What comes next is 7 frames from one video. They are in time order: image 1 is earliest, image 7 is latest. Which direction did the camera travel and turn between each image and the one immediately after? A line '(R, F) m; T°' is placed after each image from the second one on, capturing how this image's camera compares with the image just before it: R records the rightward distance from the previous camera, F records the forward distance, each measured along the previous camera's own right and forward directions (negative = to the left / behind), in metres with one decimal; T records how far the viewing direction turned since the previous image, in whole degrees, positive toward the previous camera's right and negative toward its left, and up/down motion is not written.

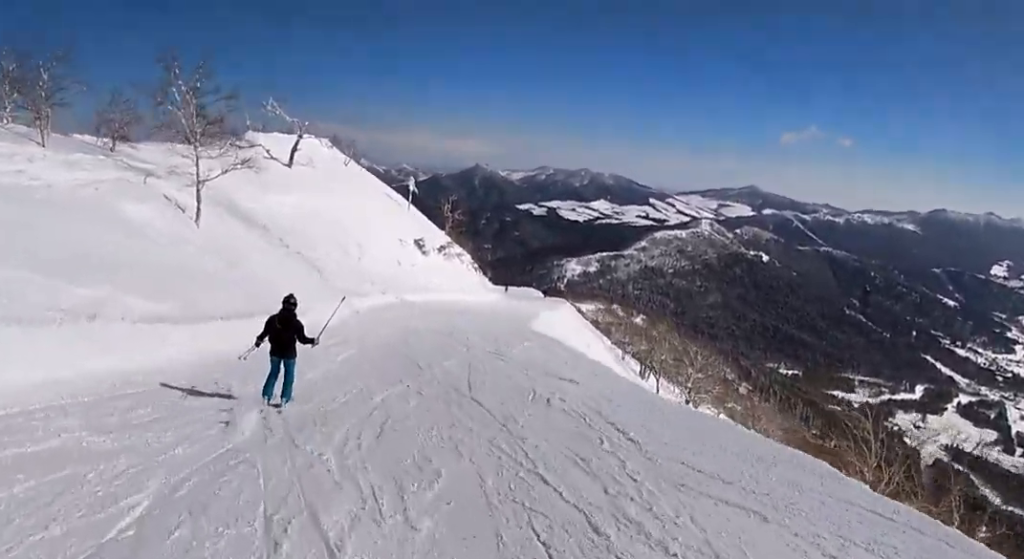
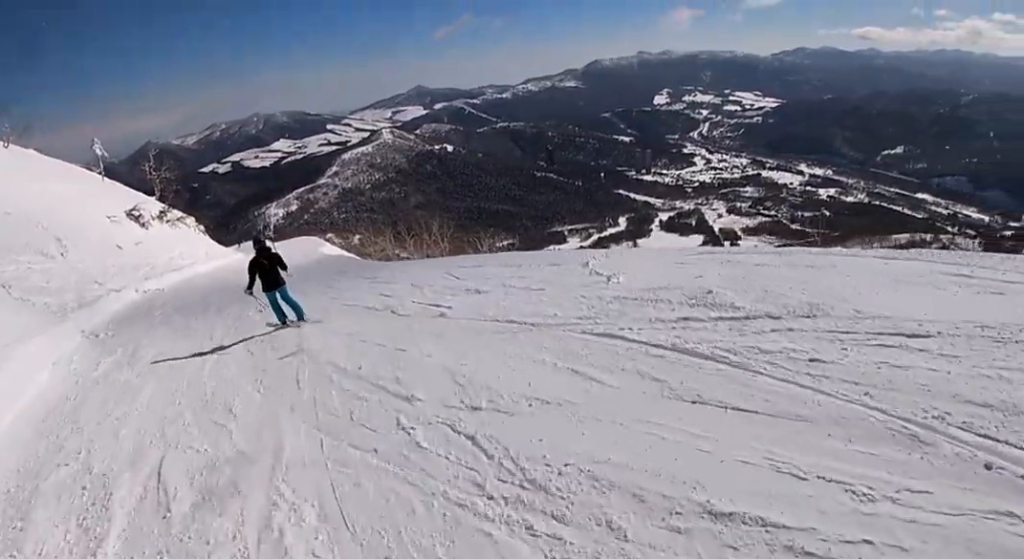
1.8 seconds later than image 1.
(+4.1, +14.2) m; +20°
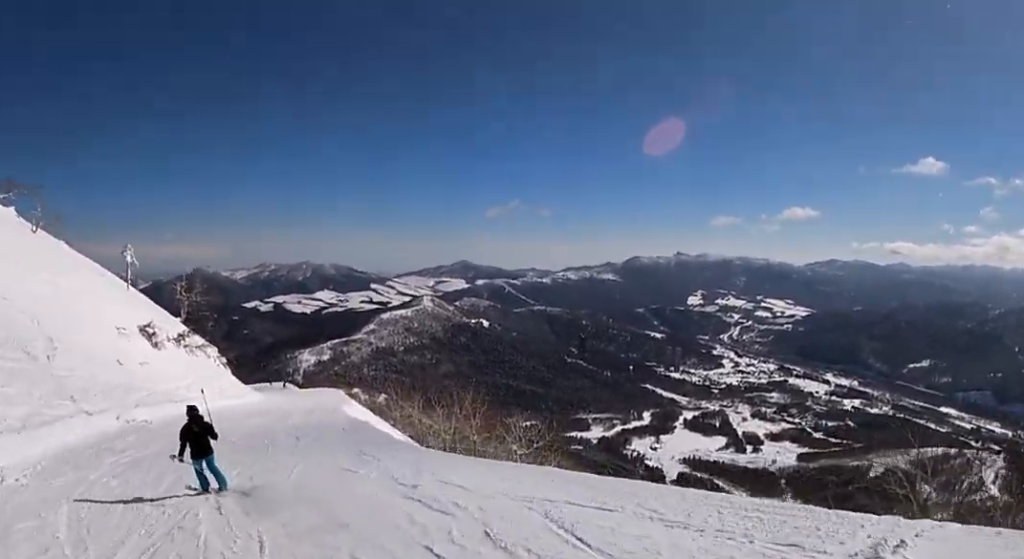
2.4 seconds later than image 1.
(+0.3, +5.4) m; -6°
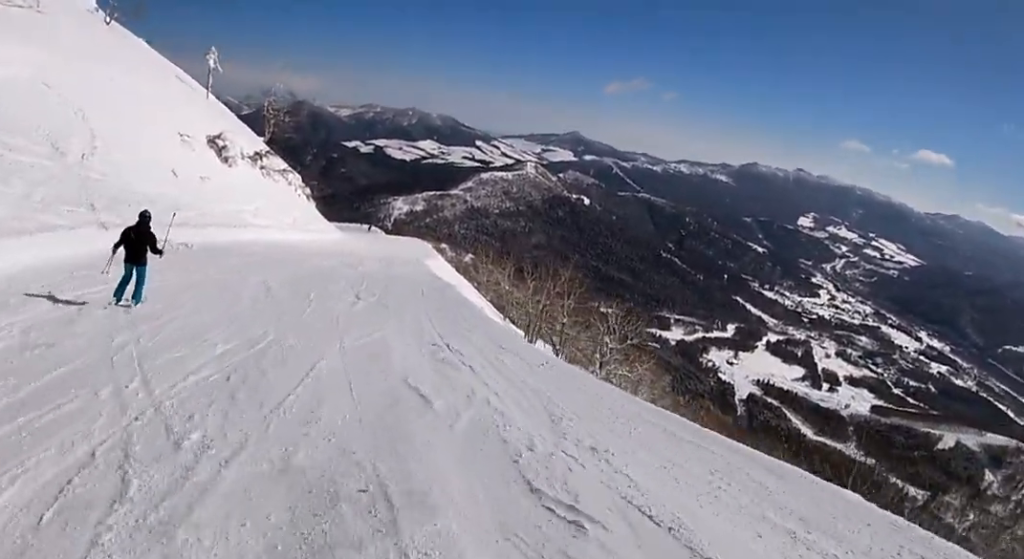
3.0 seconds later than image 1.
(-1.0, +5.5) m; 0°
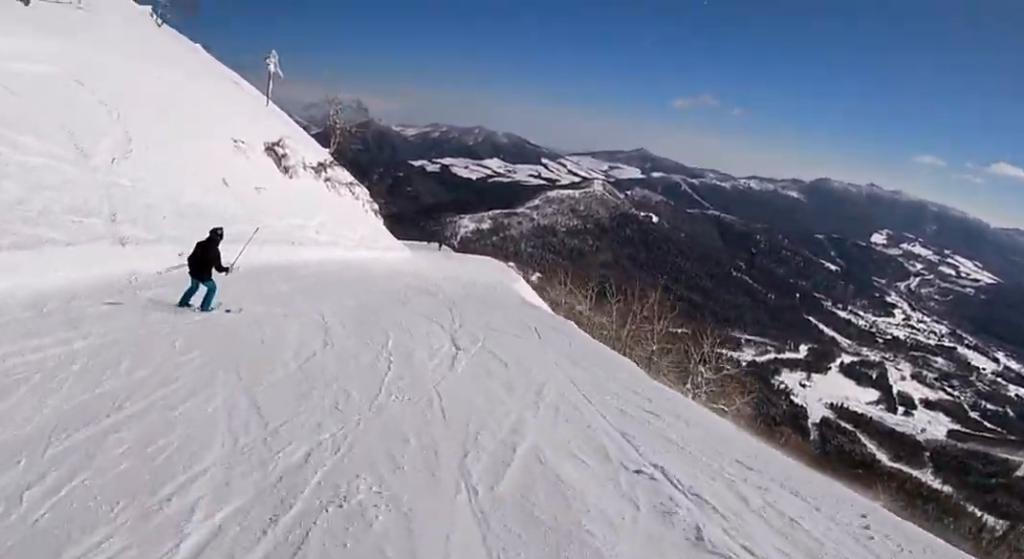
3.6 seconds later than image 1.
(-0.2, +4.6) m; +2°
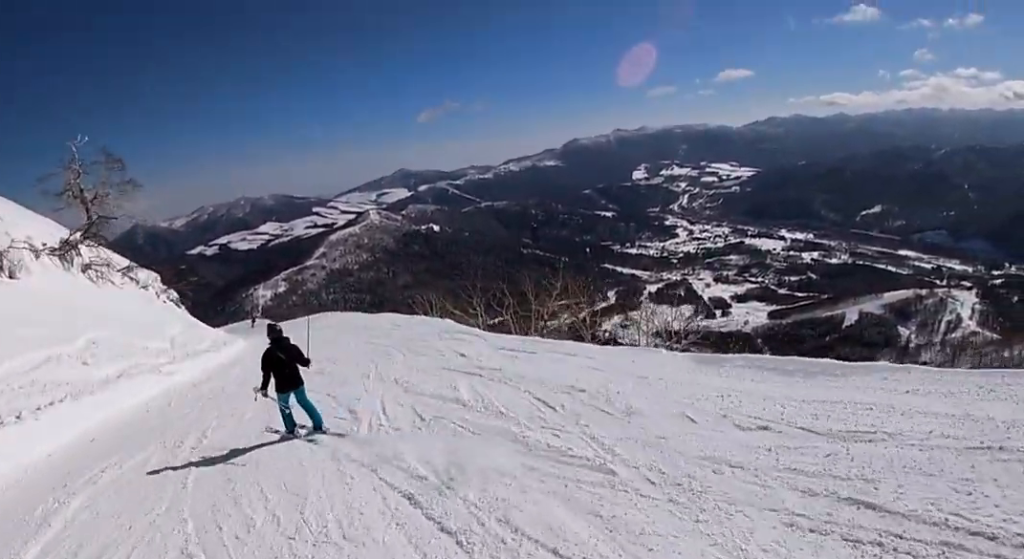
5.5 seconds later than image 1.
(+2.5, +17.3) m; +8°
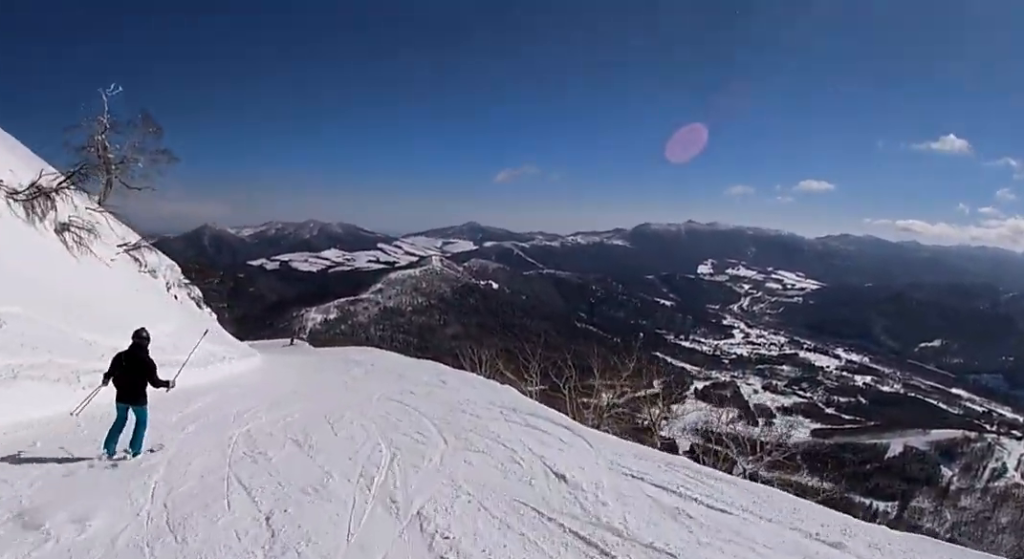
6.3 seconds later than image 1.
(0.0, +6.2) m; 0°
